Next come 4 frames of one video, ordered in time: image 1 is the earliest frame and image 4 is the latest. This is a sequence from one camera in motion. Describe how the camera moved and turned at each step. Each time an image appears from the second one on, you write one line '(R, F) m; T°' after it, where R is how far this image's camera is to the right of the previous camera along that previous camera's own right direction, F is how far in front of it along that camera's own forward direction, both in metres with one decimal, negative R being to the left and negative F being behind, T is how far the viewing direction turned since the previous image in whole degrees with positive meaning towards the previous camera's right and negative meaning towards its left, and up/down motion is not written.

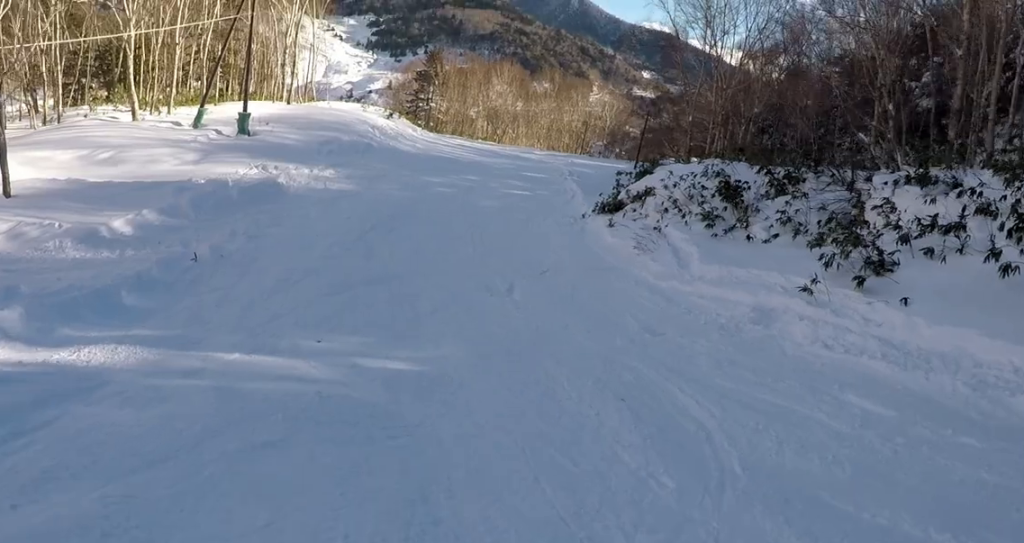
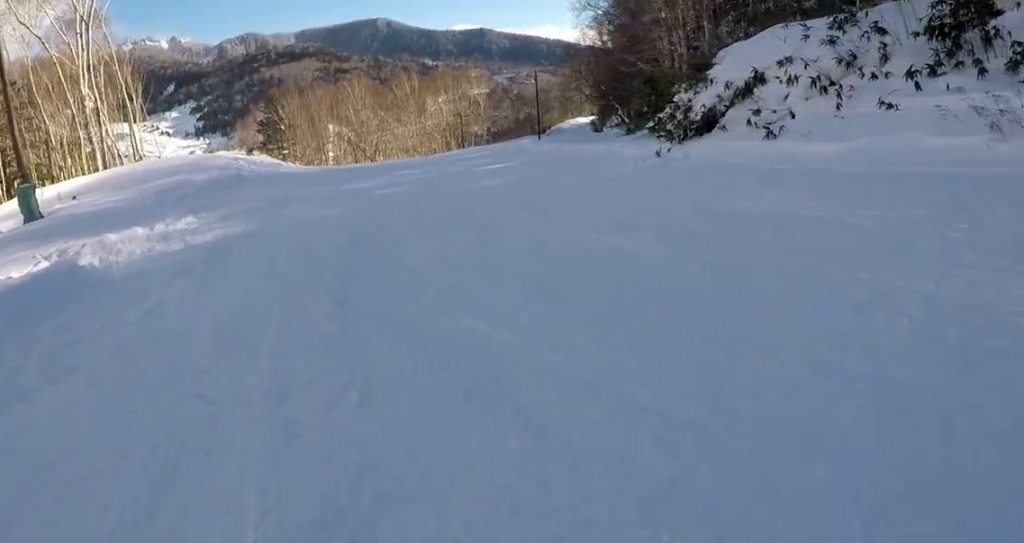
(+0.9, +12.7) m; +9°
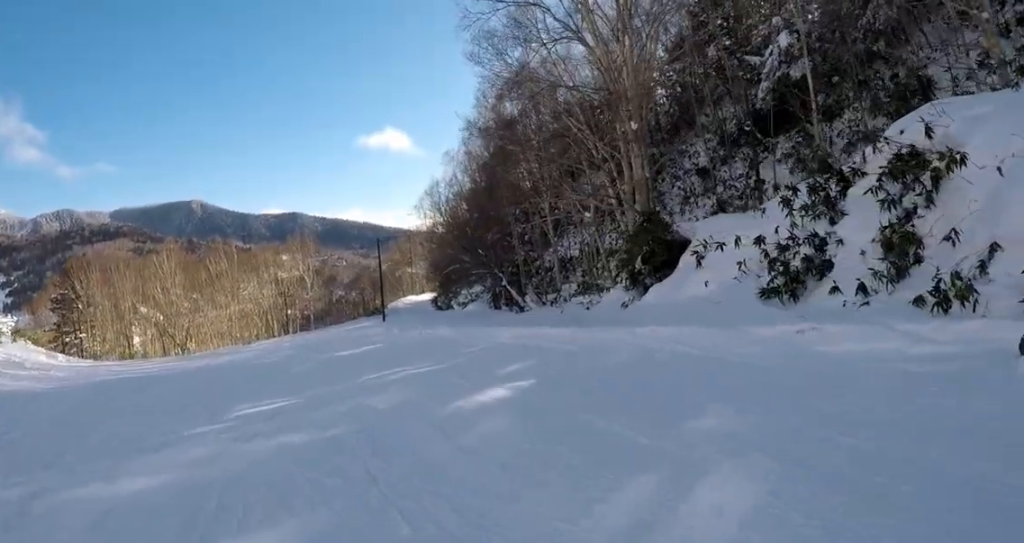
(+1.1, +12.2) m; +7°
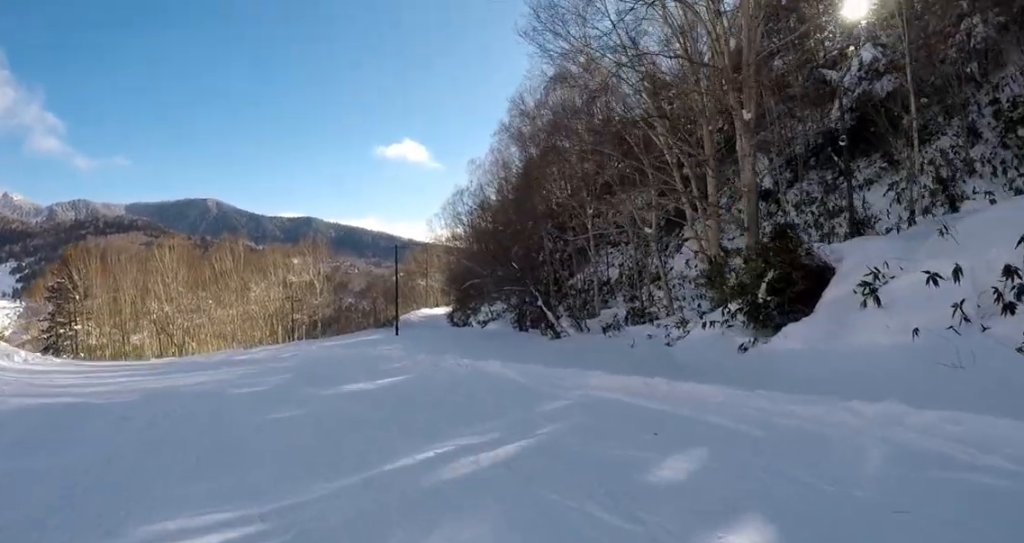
(+0.2, +5.0) m; 0°
